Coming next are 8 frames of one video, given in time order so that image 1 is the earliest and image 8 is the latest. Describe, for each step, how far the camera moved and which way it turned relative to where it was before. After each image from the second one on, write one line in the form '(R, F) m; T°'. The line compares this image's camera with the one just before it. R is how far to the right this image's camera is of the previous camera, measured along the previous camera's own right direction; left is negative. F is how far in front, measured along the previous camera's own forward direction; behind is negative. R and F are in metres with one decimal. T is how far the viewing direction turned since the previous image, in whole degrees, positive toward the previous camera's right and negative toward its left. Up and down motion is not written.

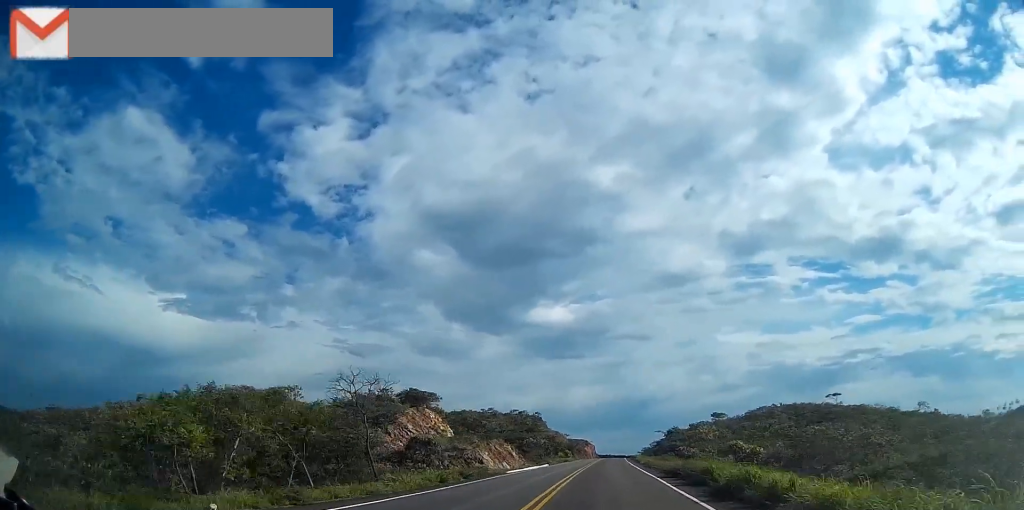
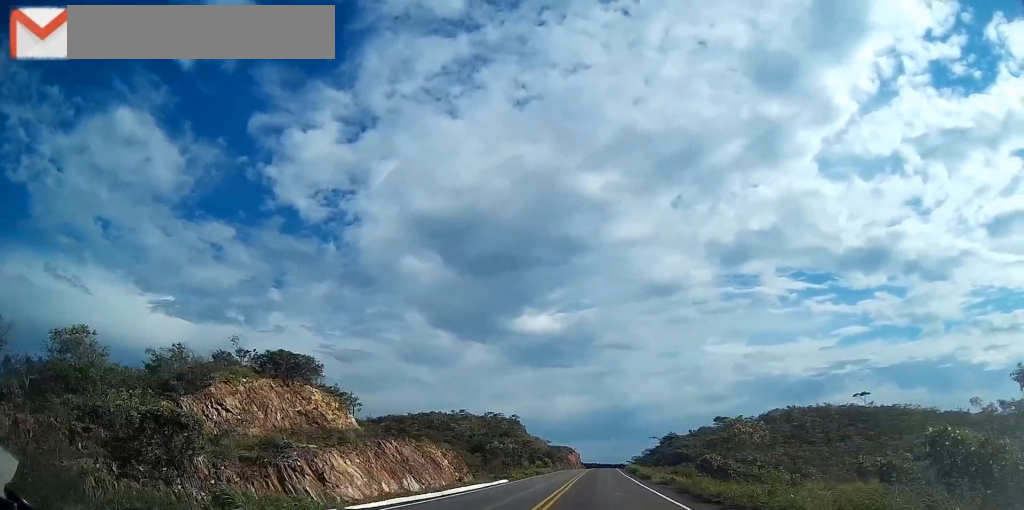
(+0.4, +21.5) m; +1°
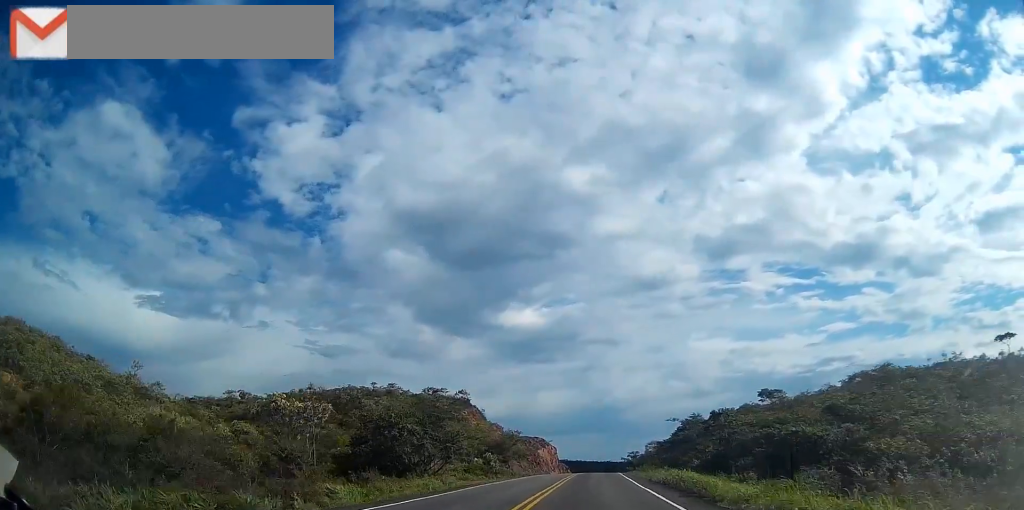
(+0.6, +52.3) m; +1°
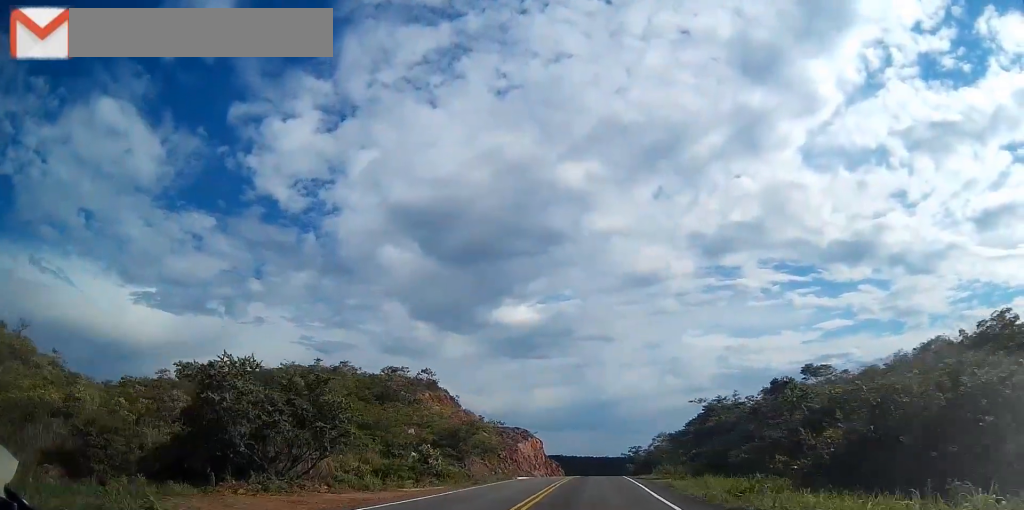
(+0.1, +21.9) m; +1°
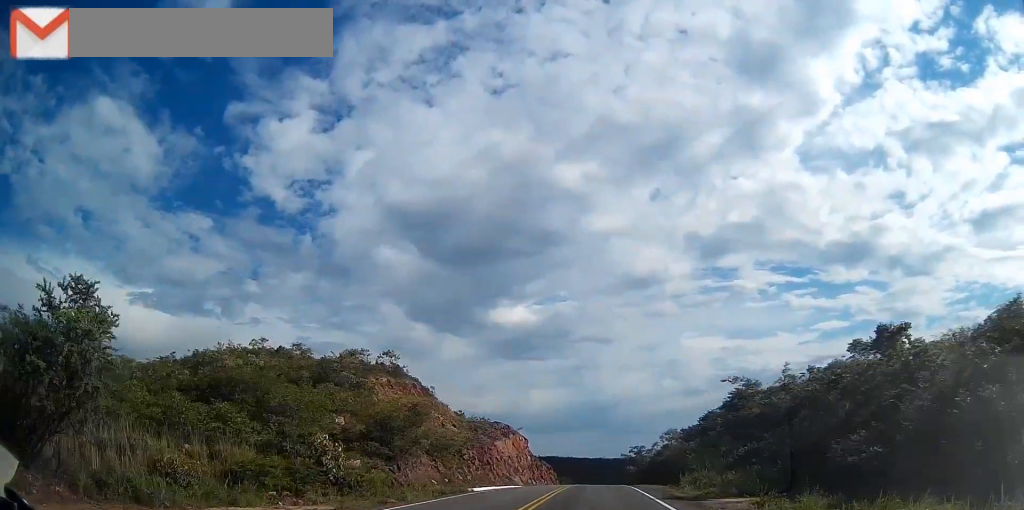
(+0.1, +15.5) m; +1°
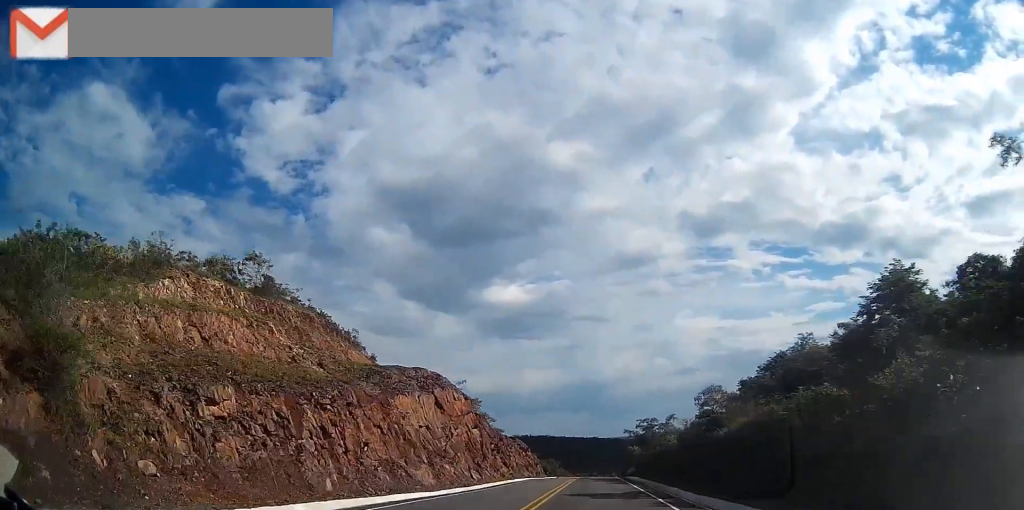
(+0.5, +32.5) m; +1°
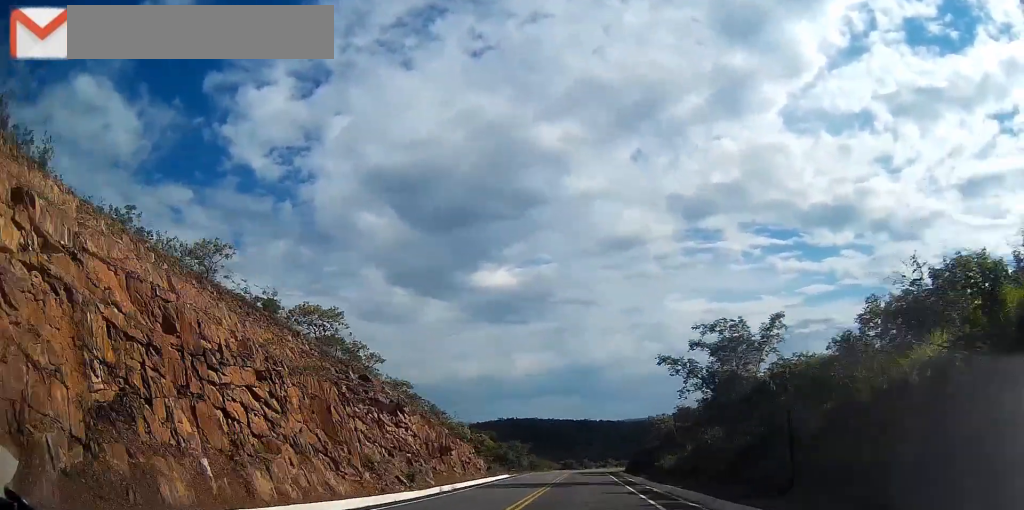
(0.0, +54.7) m; 0°
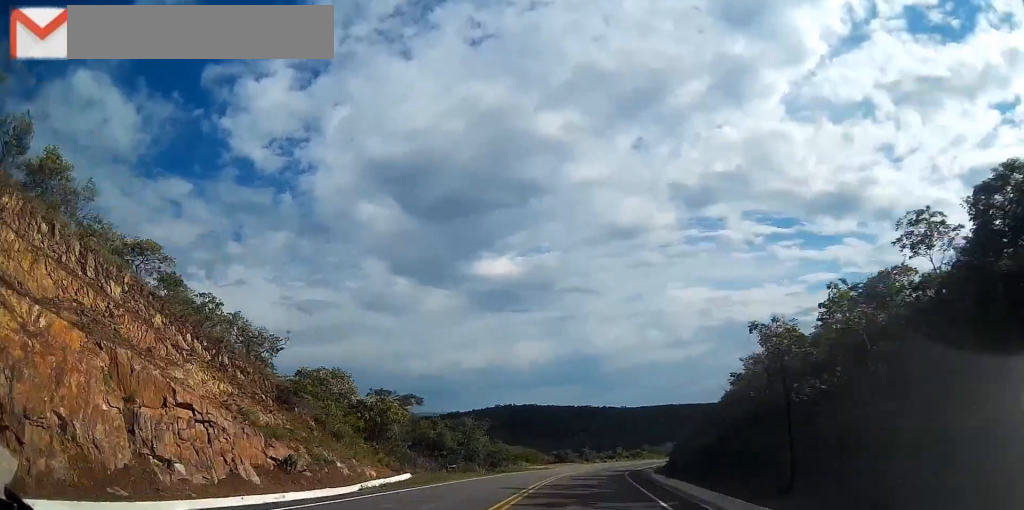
(+0.1, +39.0) m; 0°
